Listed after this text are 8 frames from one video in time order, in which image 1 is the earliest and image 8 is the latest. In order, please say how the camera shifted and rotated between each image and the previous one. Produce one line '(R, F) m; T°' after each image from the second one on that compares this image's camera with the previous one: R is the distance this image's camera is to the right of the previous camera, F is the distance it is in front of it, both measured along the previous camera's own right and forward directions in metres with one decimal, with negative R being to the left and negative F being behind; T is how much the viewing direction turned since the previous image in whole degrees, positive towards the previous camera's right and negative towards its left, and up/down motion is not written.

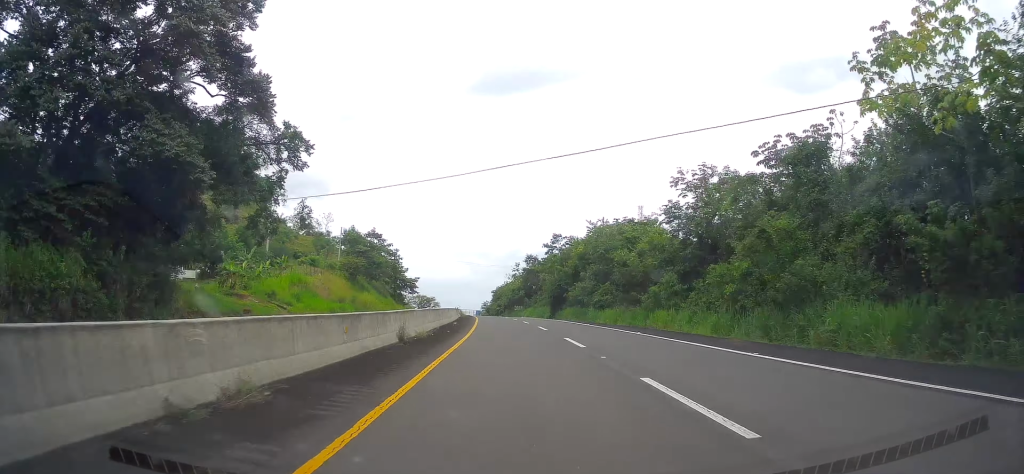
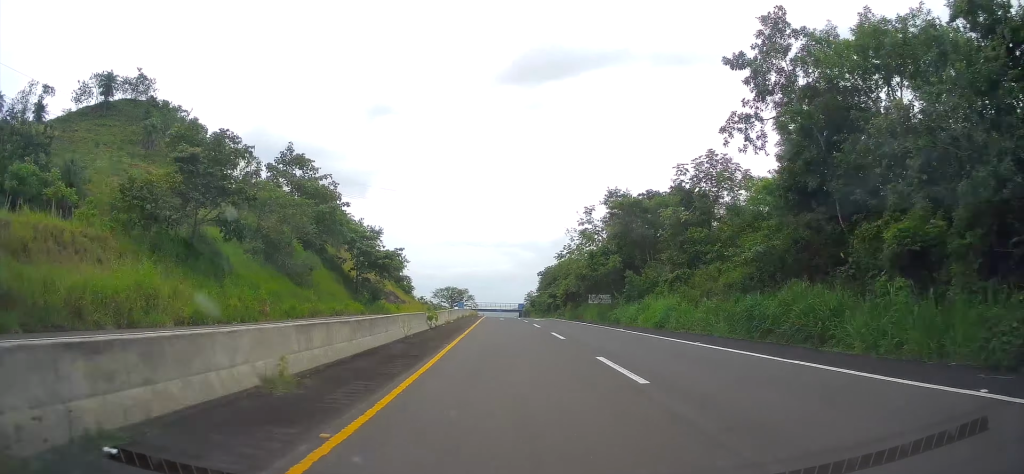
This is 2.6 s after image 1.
(-2.8, +70.9) m; -4°
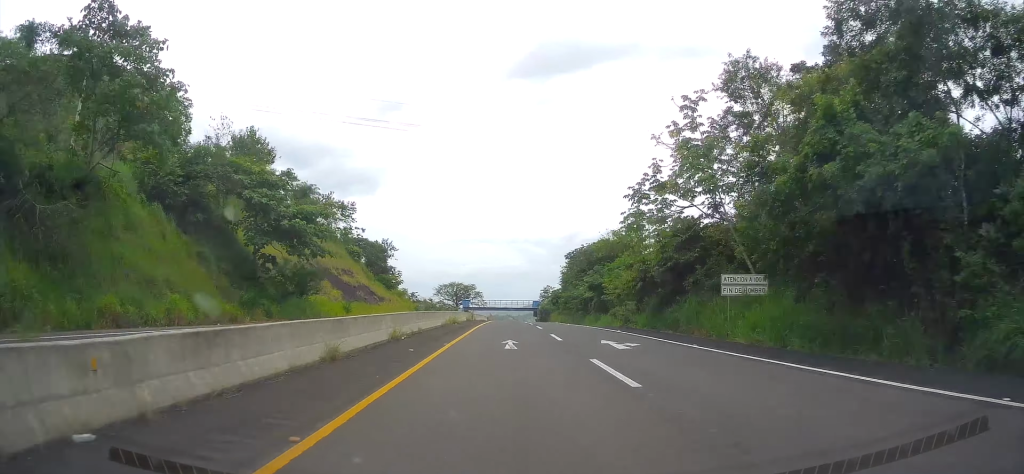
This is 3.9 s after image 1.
(-0.6, +37.0) m; -1°
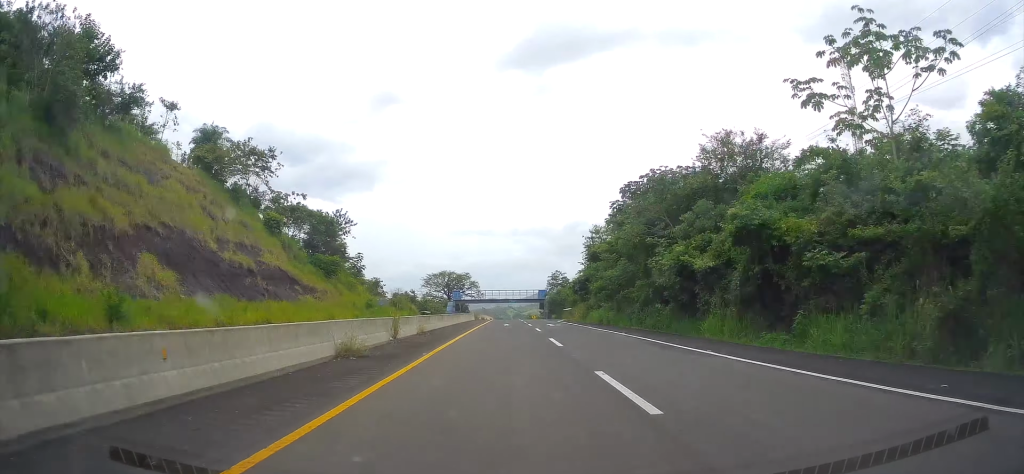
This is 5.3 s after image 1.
(-0.1, +39.6) m; -1°
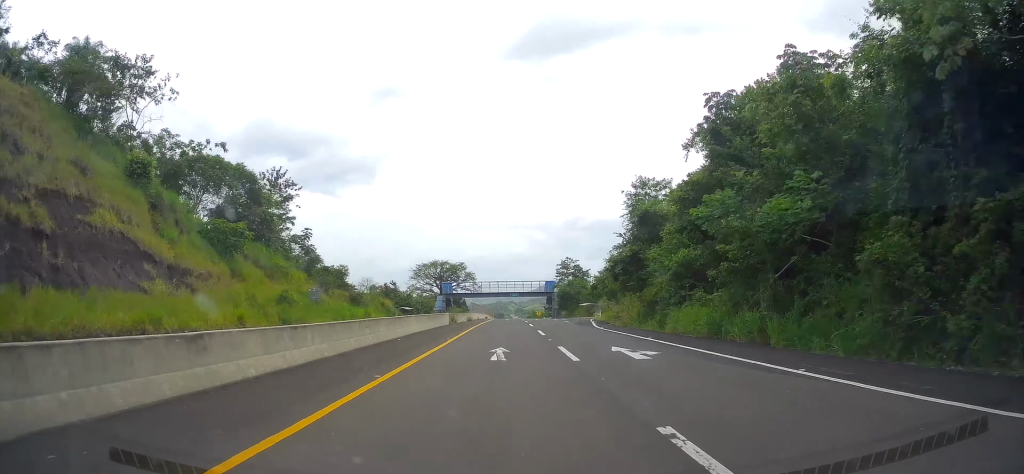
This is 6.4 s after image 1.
(-0.3, +30.7) m; 0°
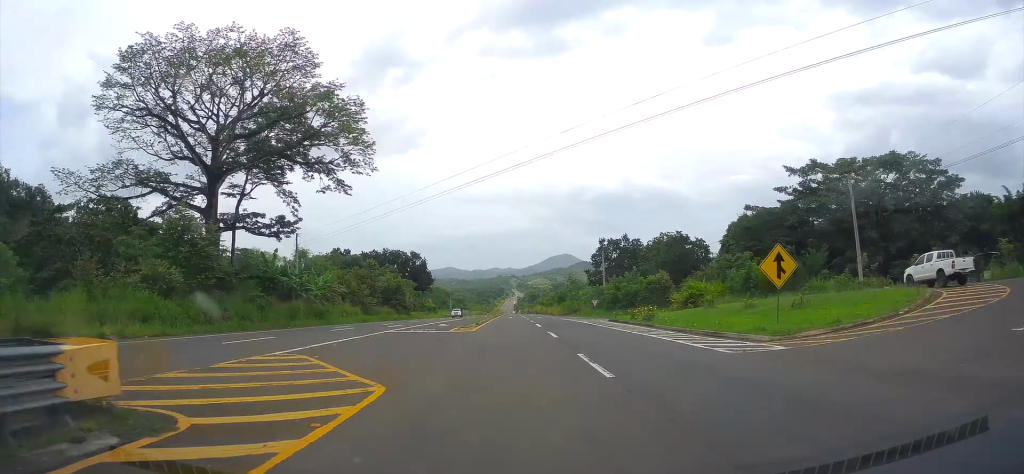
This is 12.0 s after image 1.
(+0.1, +158.9) m; +1°
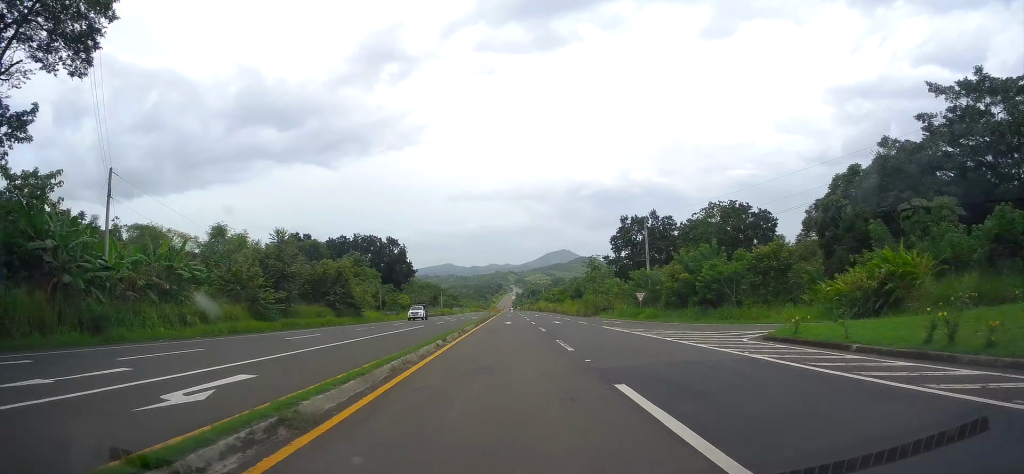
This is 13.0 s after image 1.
(+0.1, +27.7) m; 0°
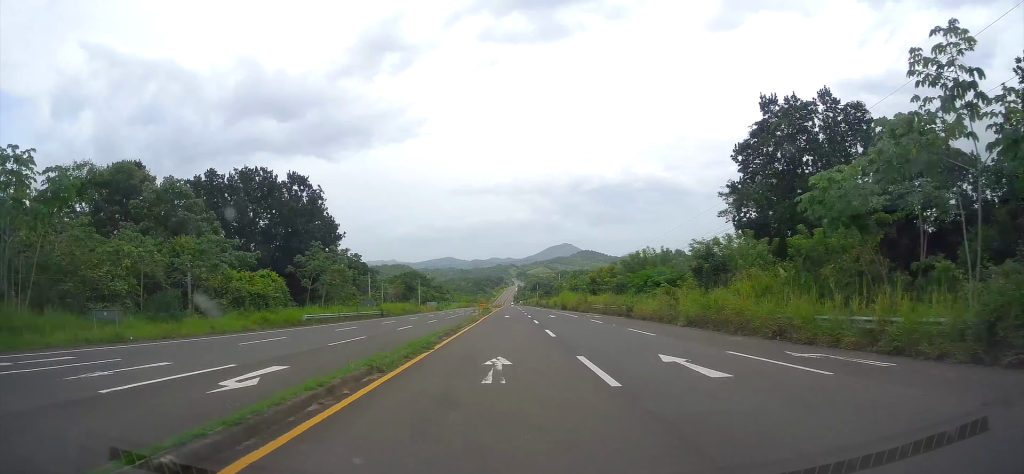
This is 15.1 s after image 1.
(-0.2, +56.4) m; 0°
